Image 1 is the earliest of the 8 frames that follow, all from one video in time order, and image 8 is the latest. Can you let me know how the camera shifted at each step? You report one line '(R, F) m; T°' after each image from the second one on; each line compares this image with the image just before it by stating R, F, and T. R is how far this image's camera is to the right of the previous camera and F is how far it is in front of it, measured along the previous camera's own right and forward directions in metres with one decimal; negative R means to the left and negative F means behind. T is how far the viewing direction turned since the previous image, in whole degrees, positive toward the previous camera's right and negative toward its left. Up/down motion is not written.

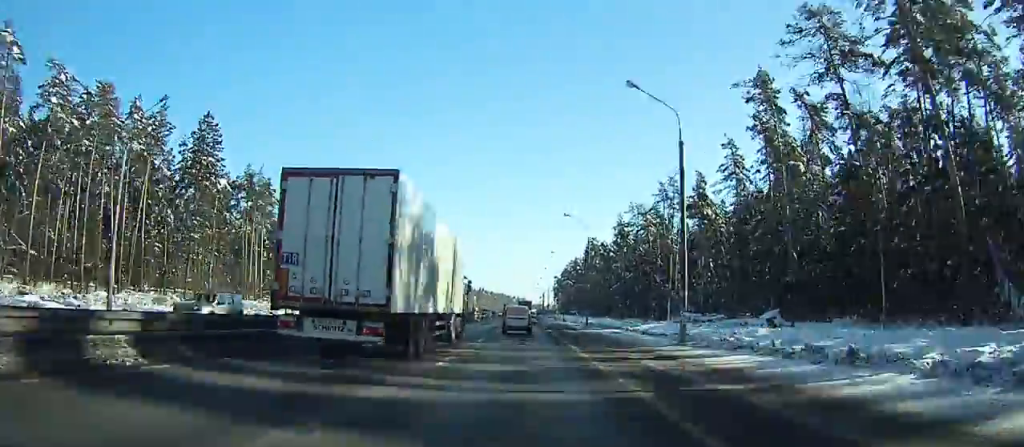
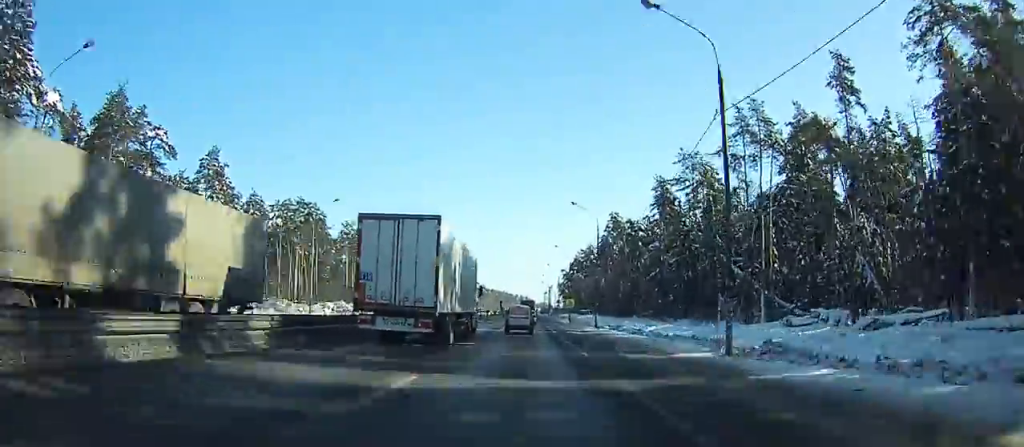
(-0.3, +42.5) m; 0°
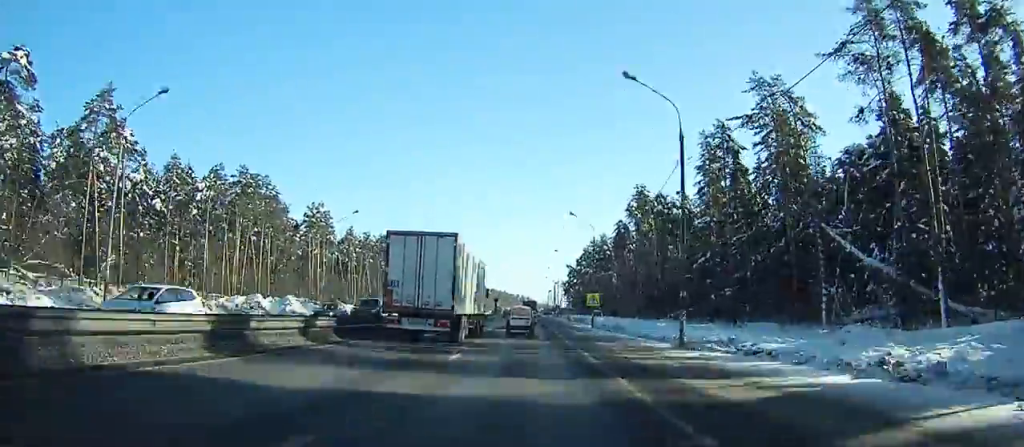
(0.0, +29.6) m; 0°
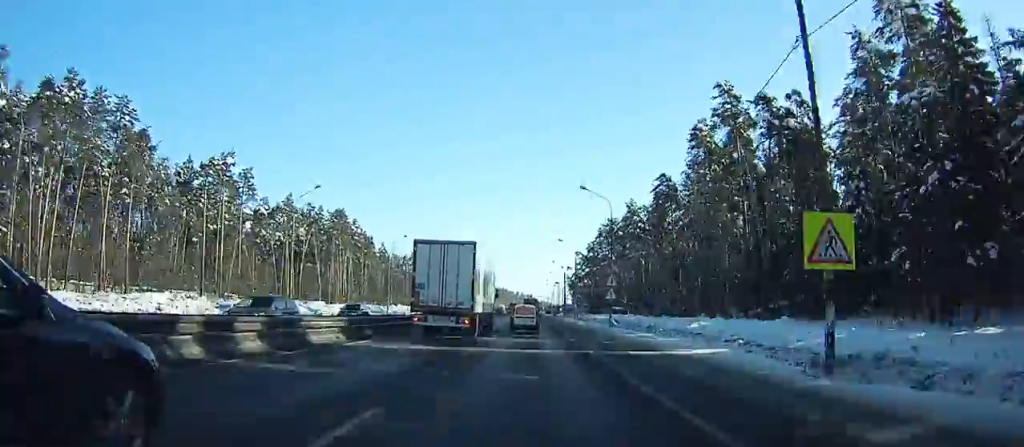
(+0.1, +44.8) m; 0°
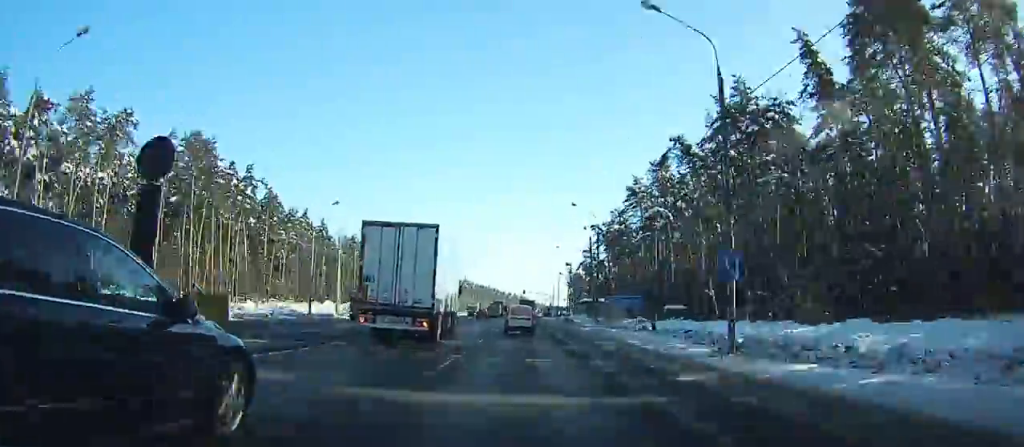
(+0.1, +63.8) m; 0°
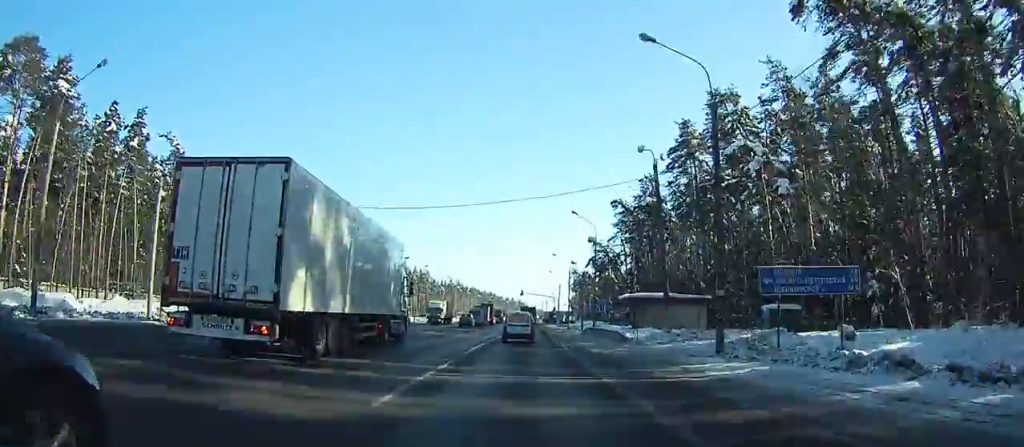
(0.0, +34.6) m; 0°
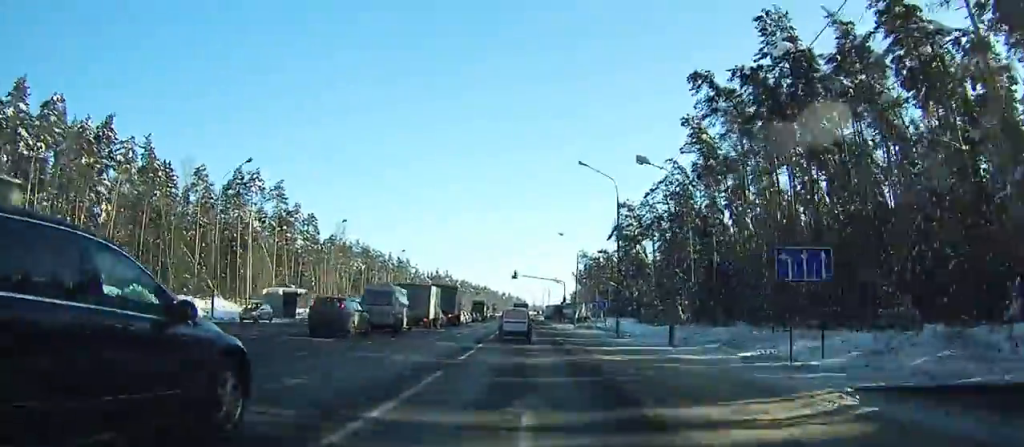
(+0.3, +52.2) m; 0°
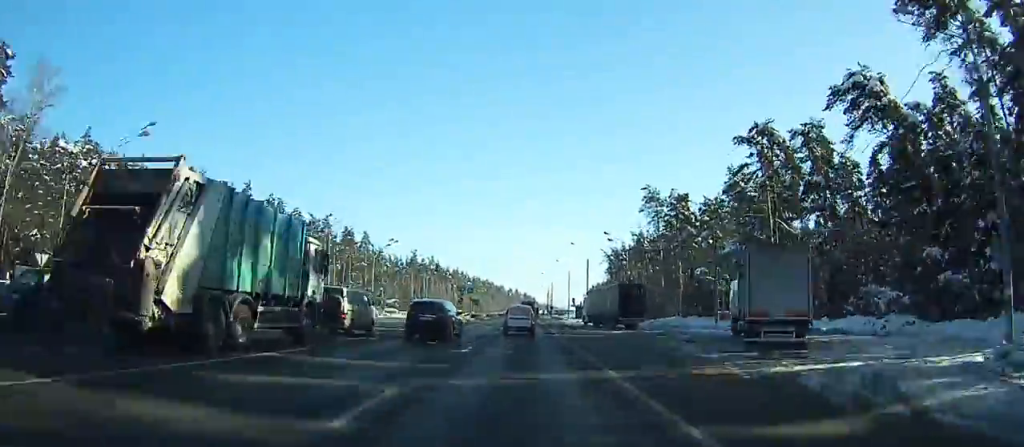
(-0.6, +94.8) m; -1°
